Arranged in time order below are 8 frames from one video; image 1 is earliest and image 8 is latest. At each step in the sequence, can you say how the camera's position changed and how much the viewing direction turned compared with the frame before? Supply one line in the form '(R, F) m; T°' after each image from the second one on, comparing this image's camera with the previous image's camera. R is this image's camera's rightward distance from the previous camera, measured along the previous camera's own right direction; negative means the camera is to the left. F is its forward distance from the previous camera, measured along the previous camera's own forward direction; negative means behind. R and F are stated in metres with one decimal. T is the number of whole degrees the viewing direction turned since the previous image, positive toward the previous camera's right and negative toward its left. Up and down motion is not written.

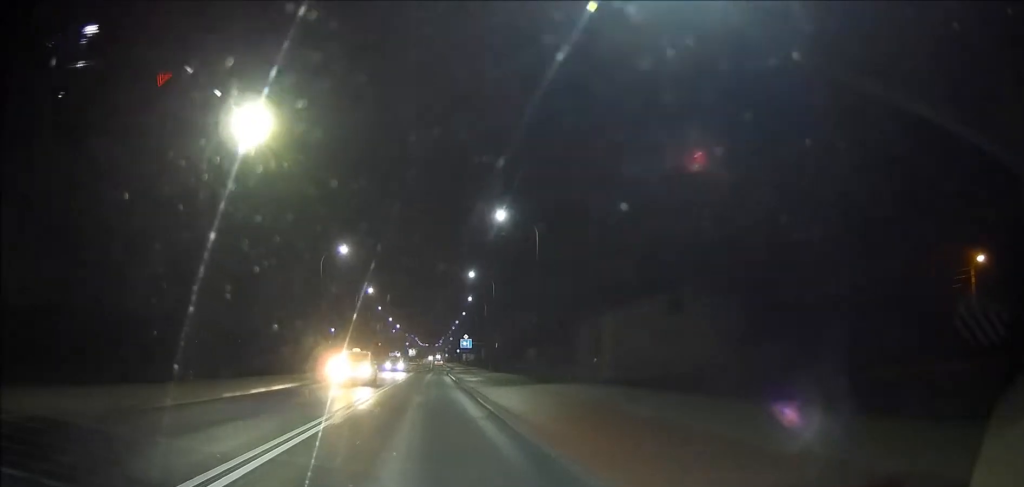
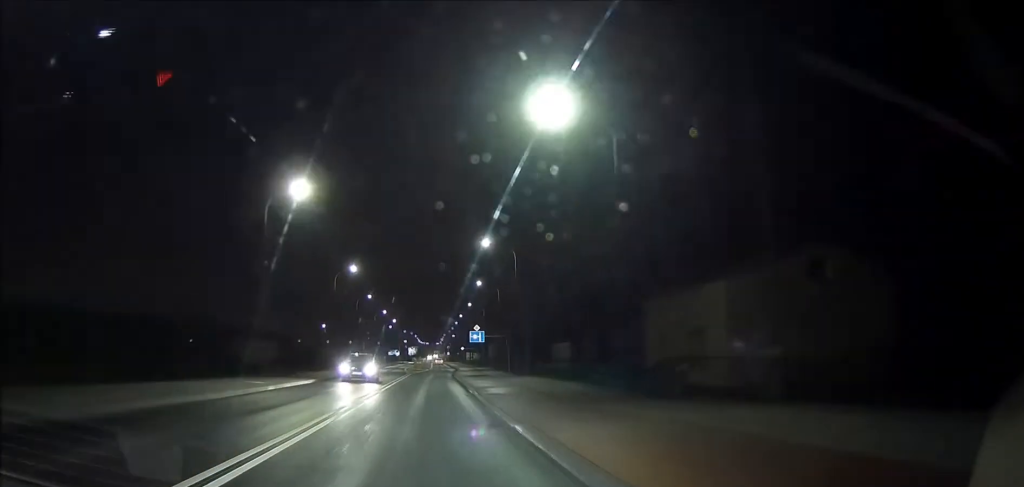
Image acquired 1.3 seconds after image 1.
(0.0, +18.8) m; 0°
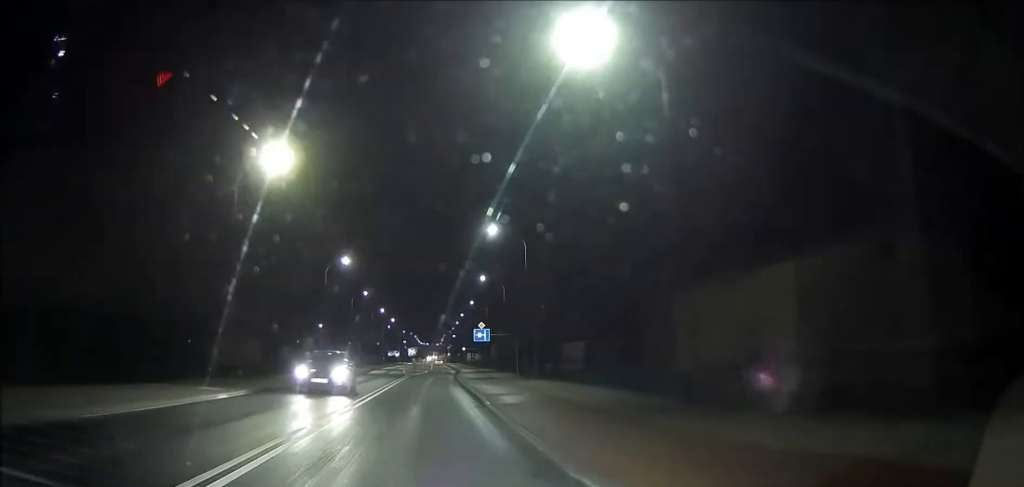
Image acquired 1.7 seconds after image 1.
(0.0, +5.8) m; 0°
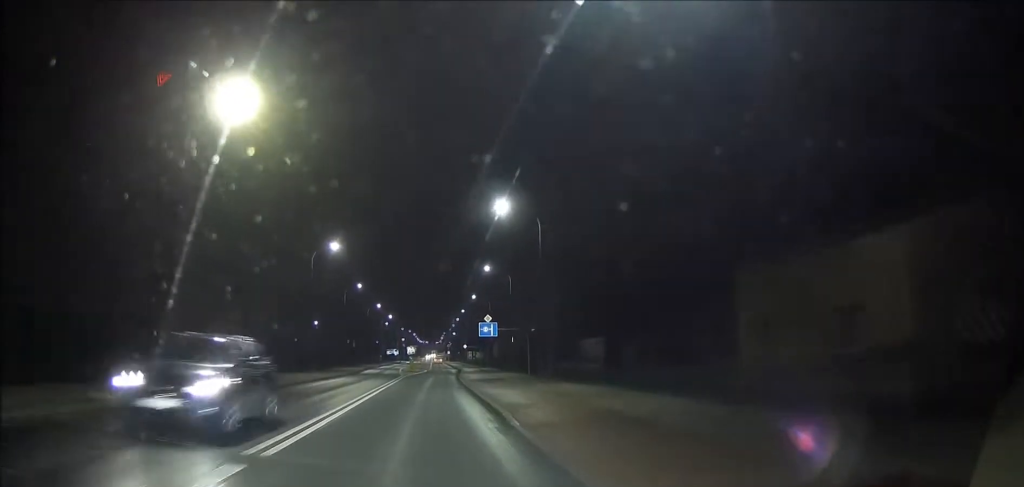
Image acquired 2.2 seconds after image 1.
(0.0, +6.7) m; 0°
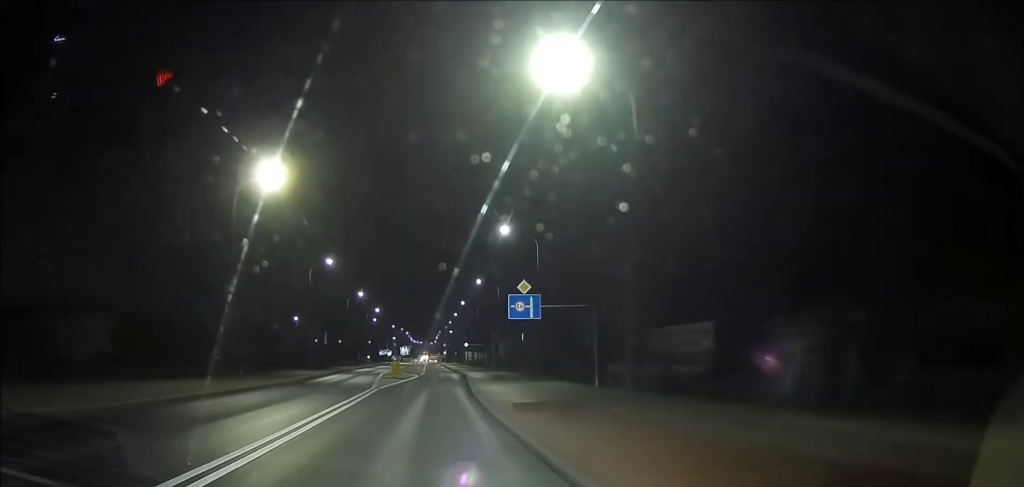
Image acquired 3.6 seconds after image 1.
(+0.1, +20.8) m; +1°
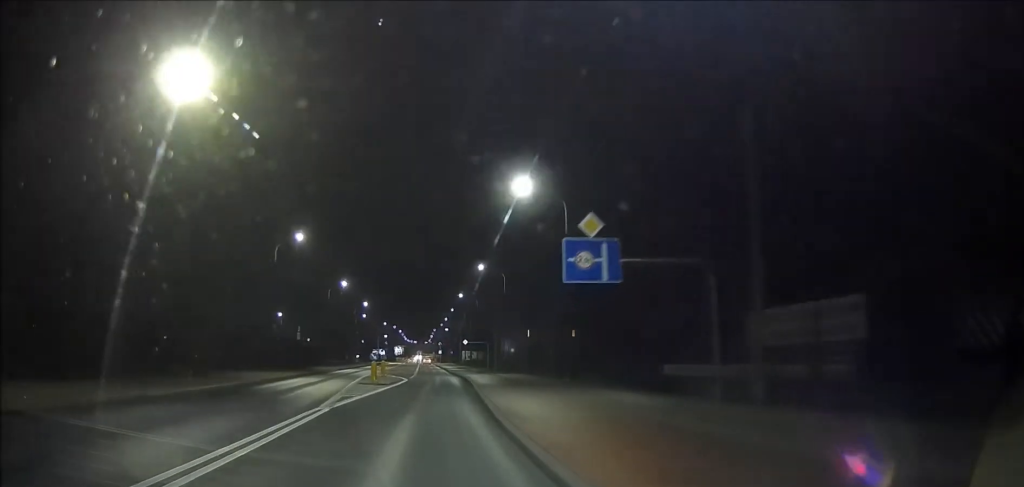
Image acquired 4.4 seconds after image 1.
(+0.1, +12.1) m; +1°
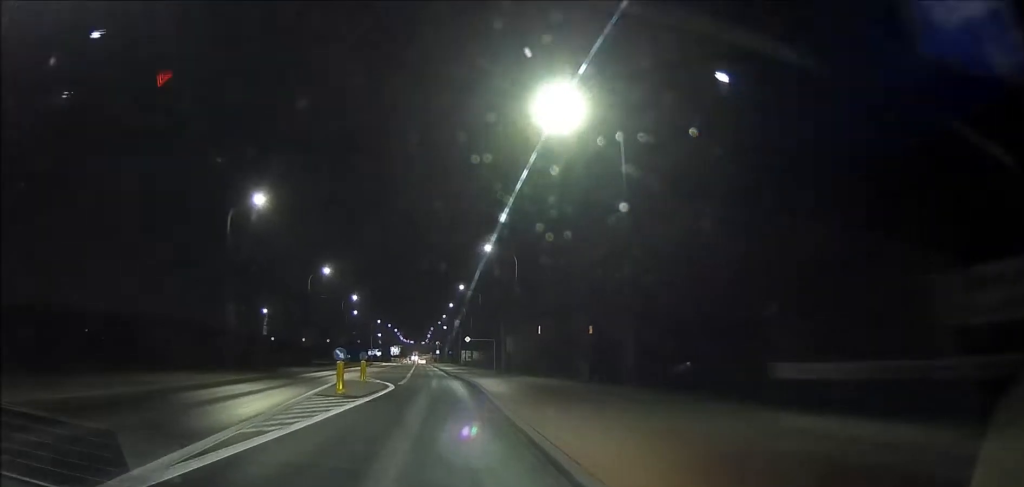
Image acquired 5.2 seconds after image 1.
(+0.1, +11.6) m; 0°
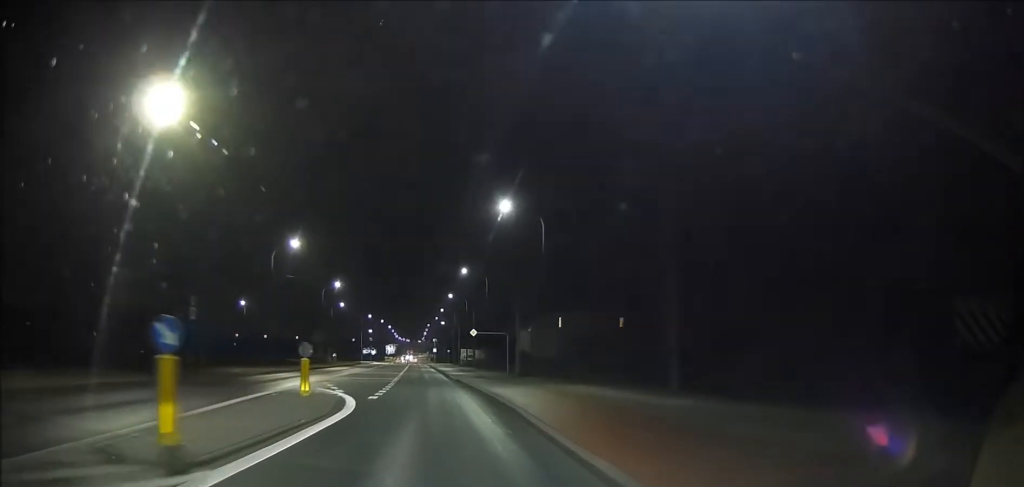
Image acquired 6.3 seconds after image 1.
(0.0, +14.9) m; 0°
